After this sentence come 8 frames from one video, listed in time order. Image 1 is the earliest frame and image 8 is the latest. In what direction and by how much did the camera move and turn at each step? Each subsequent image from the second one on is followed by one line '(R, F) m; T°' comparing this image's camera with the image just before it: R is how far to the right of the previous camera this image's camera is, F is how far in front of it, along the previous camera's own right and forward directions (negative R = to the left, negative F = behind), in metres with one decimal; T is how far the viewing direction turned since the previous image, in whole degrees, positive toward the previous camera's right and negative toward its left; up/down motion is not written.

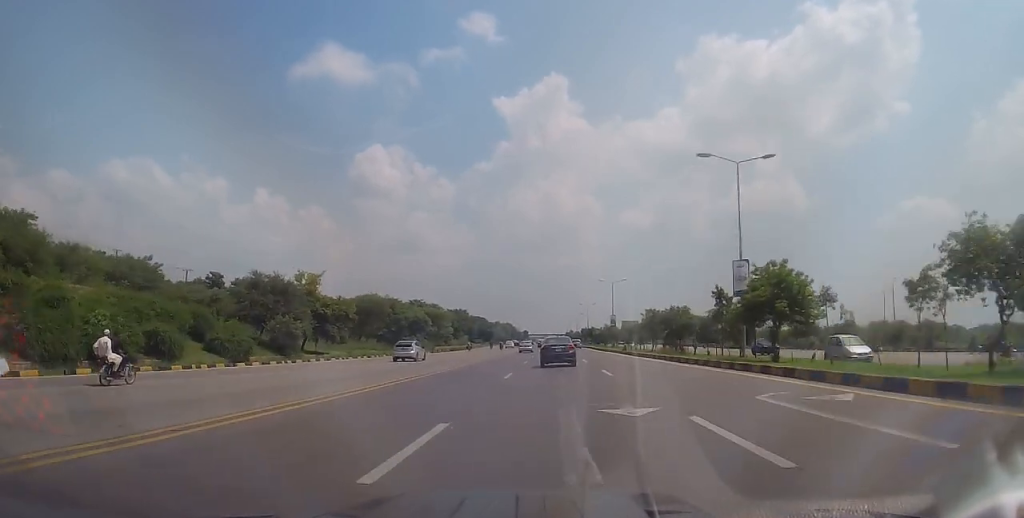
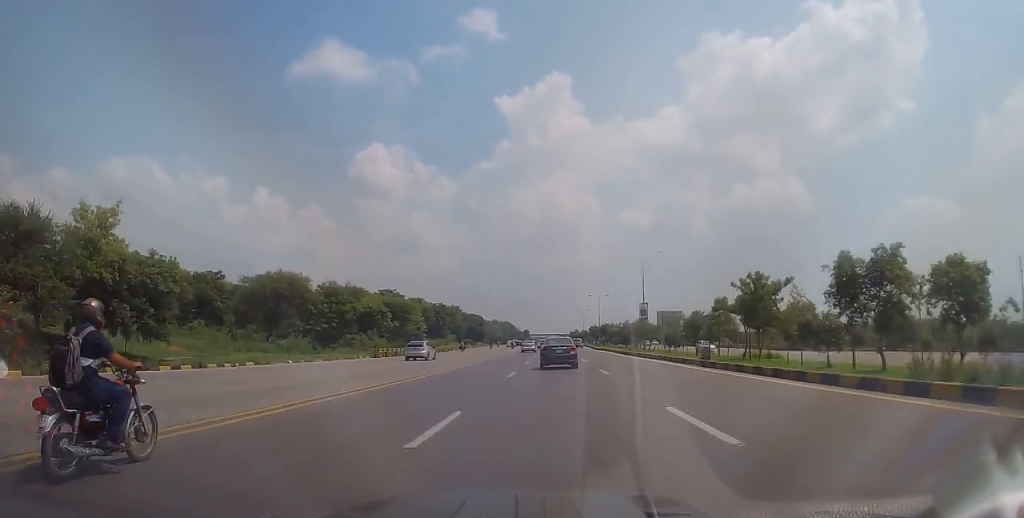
(+0.2, +29.9) m; +2°
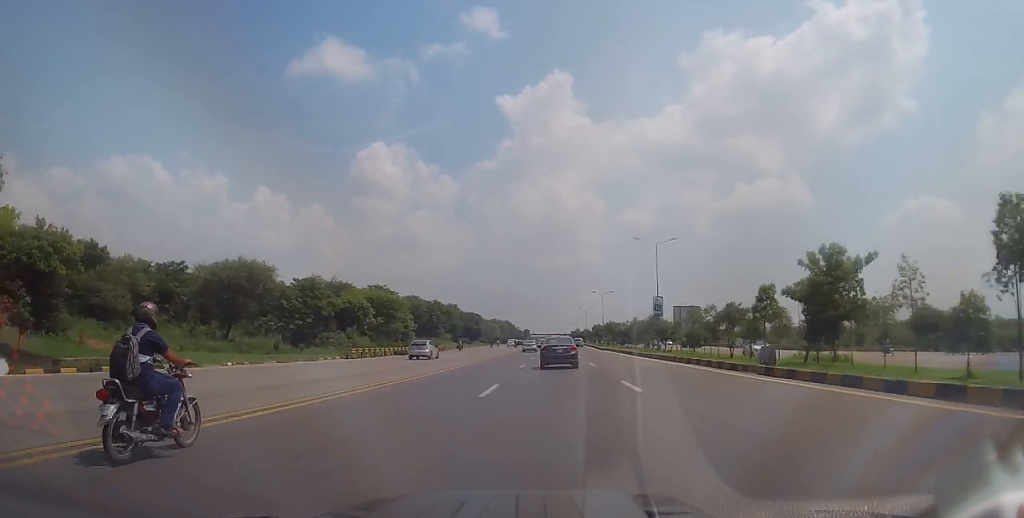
(0.0, +8.4) m; 0°
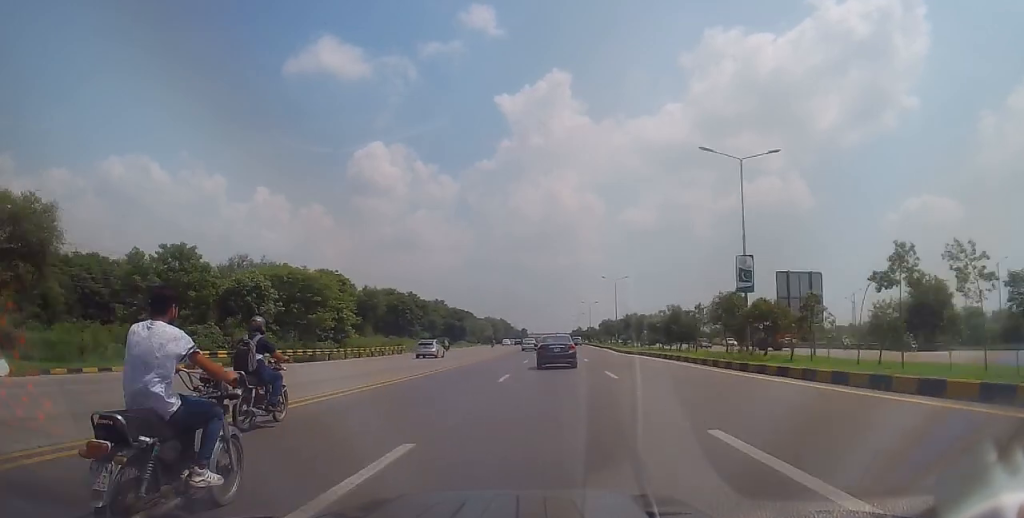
(-0.7, +27.2) m; -1°
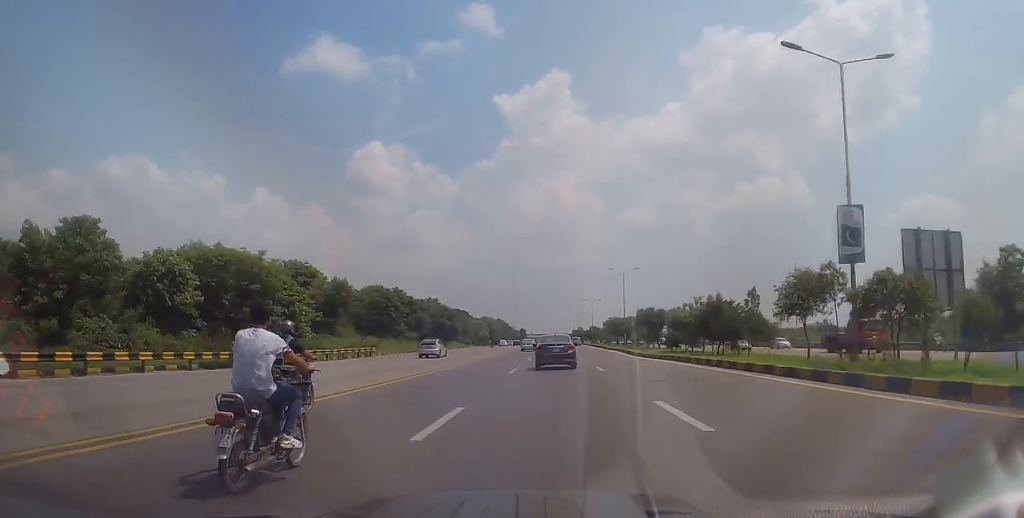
(+0.1, +11.7) m; +1°
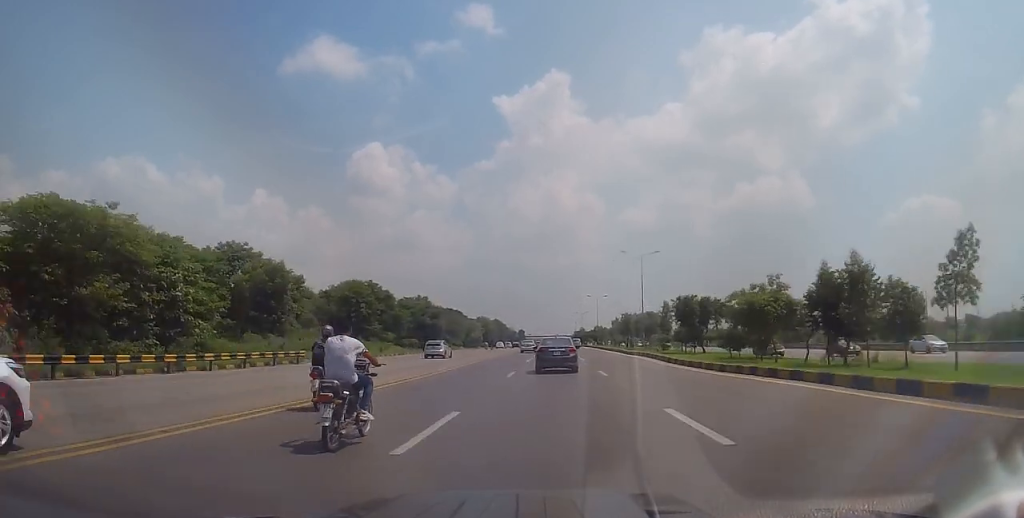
(+0.5, +16.9) m; +1°
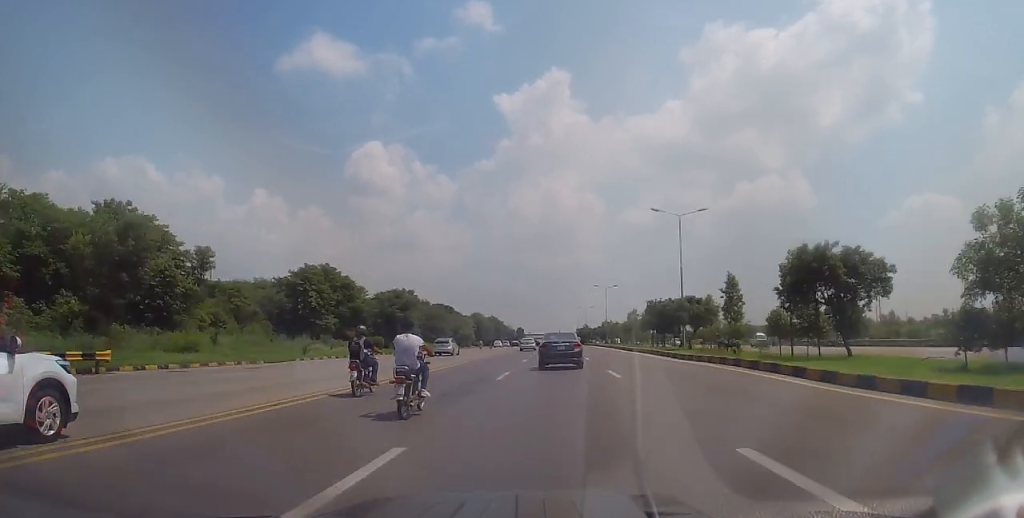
(-0.4, +20.4) m; -1°
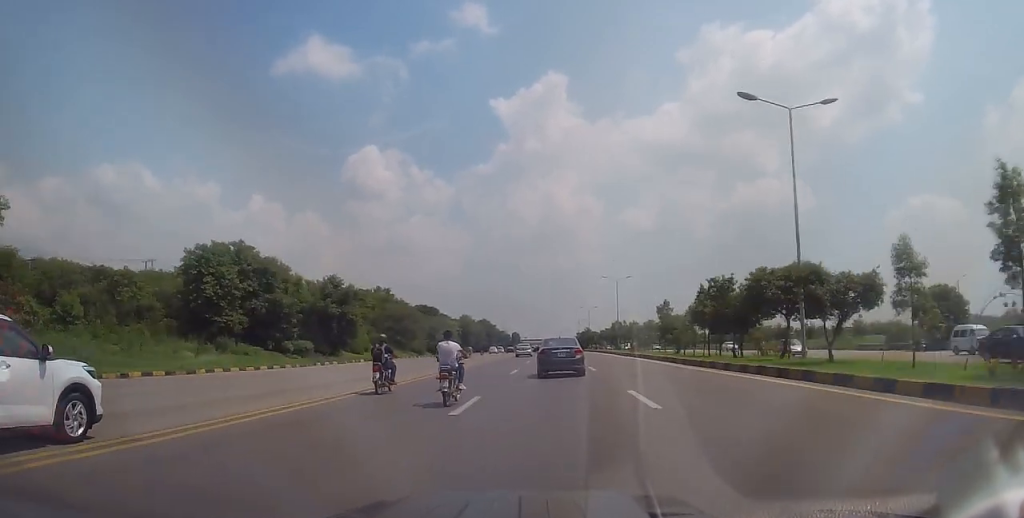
(0.0, +23.2) m; 0°
